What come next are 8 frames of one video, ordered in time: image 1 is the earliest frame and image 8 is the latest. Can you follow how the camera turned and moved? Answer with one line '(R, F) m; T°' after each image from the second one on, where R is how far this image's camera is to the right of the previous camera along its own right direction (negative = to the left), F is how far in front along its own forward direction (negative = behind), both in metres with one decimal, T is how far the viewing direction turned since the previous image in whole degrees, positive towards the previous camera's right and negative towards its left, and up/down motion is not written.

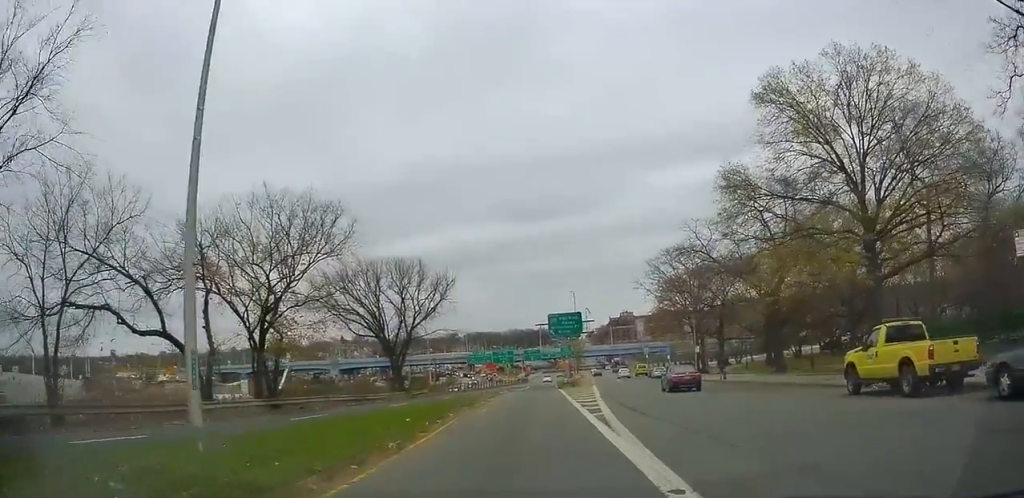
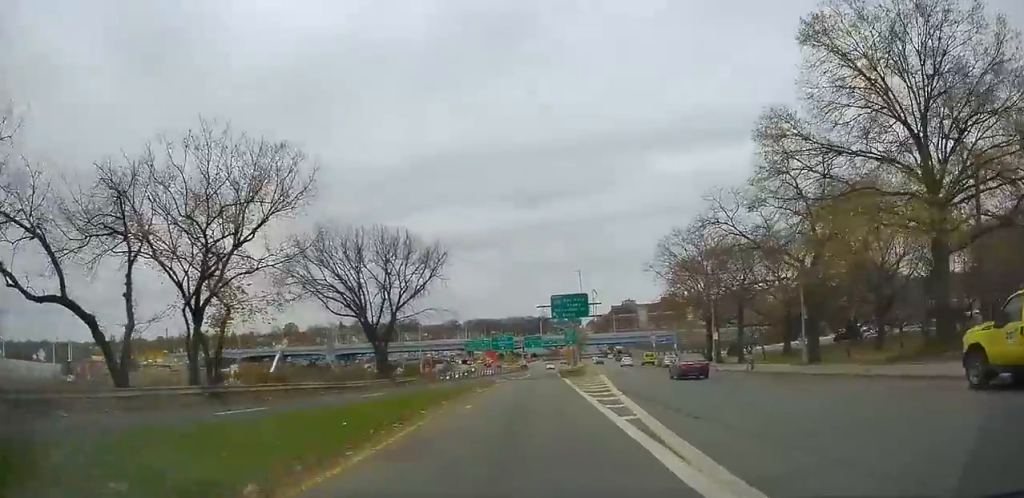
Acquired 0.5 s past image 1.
(+0.4, +6.1) m; 0°
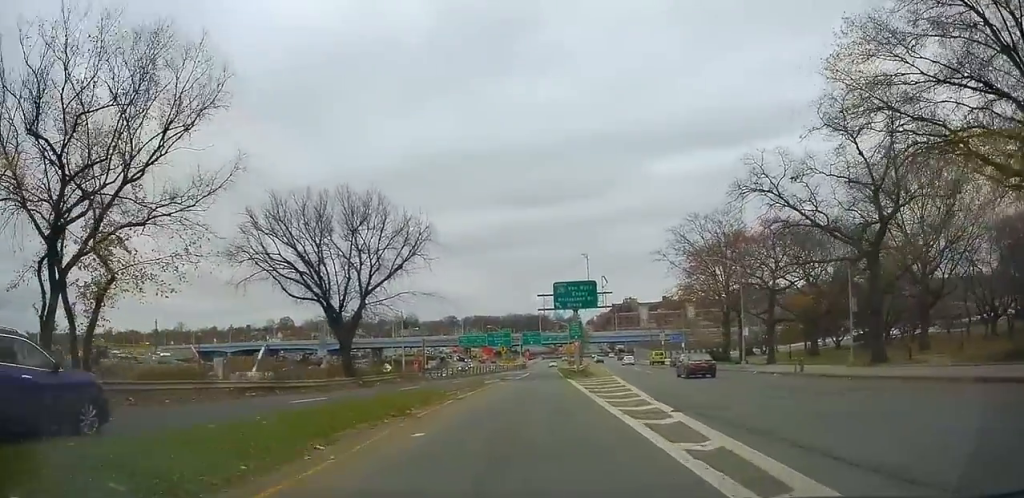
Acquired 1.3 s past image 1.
(-0.4, +8.2) m; -2°
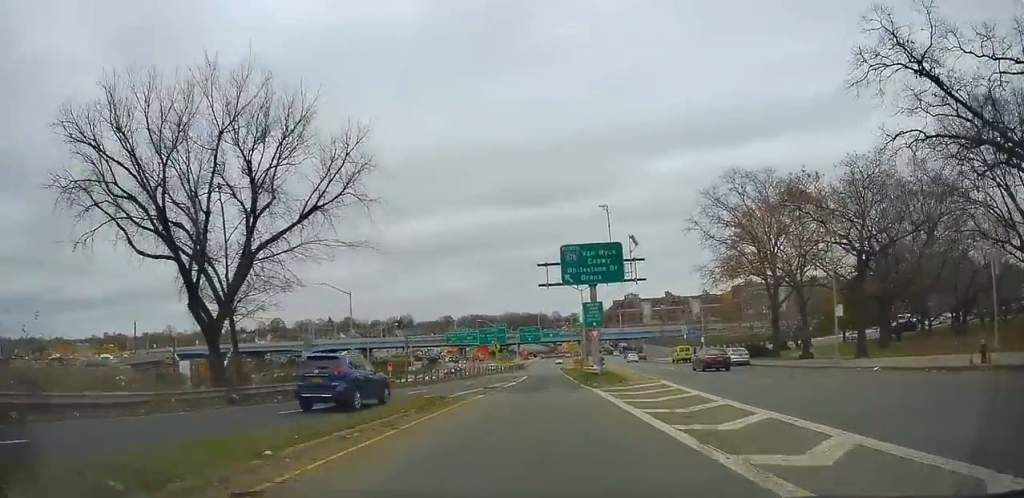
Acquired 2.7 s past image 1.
(-0.2, +15.5) m; -1°
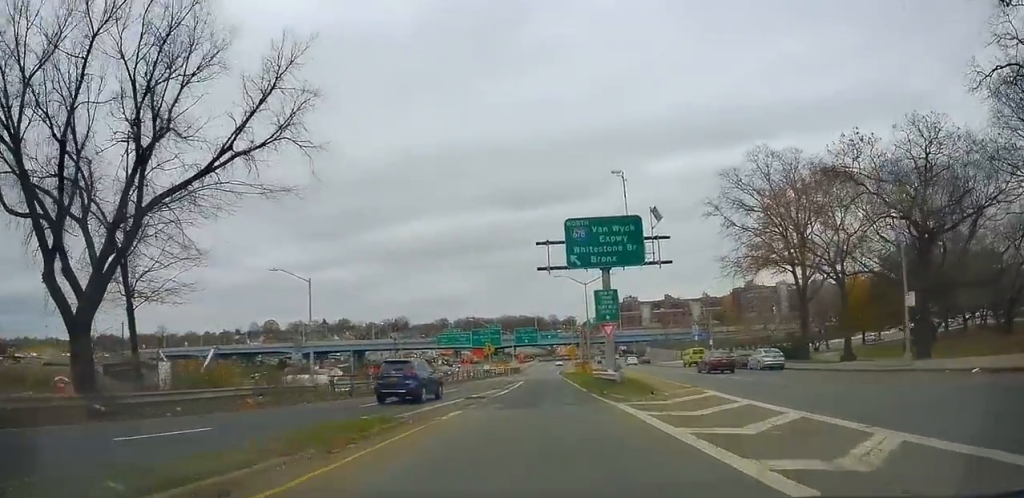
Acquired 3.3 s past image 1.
(0.0, +7.2) m; -1°
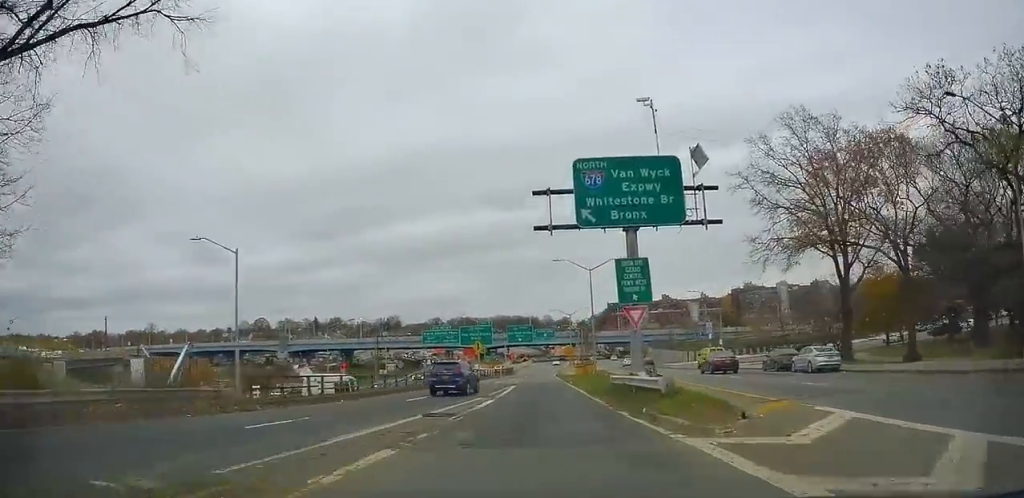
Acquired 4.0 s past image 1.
(-0.1, +8.3) m; 0°
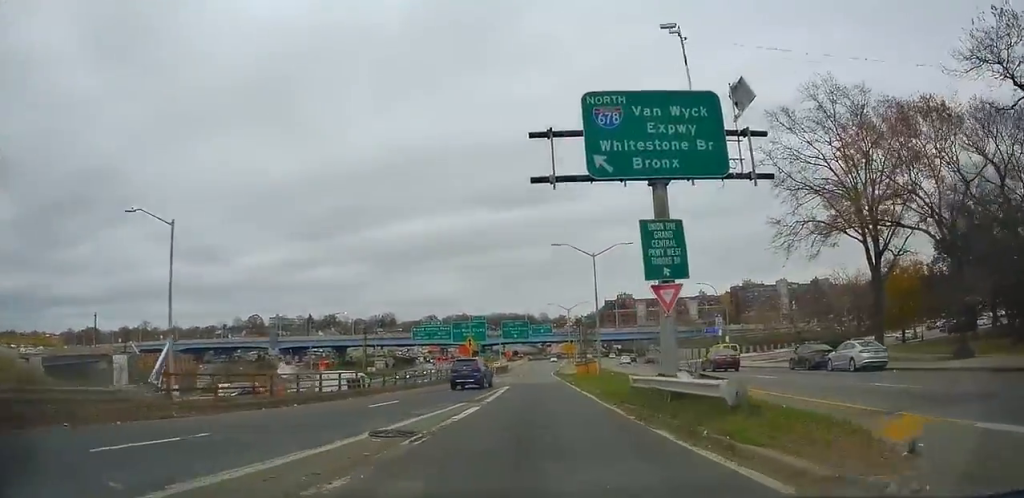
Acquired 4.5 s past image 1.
(-0.2, +4.9) m; 0°
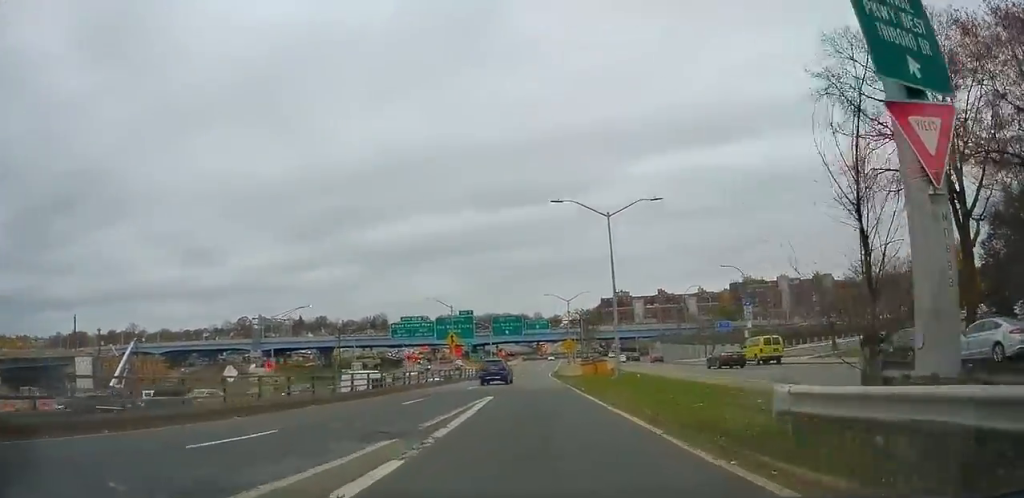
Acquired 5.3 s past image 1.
(+0.3, +10.2) m; +2°
